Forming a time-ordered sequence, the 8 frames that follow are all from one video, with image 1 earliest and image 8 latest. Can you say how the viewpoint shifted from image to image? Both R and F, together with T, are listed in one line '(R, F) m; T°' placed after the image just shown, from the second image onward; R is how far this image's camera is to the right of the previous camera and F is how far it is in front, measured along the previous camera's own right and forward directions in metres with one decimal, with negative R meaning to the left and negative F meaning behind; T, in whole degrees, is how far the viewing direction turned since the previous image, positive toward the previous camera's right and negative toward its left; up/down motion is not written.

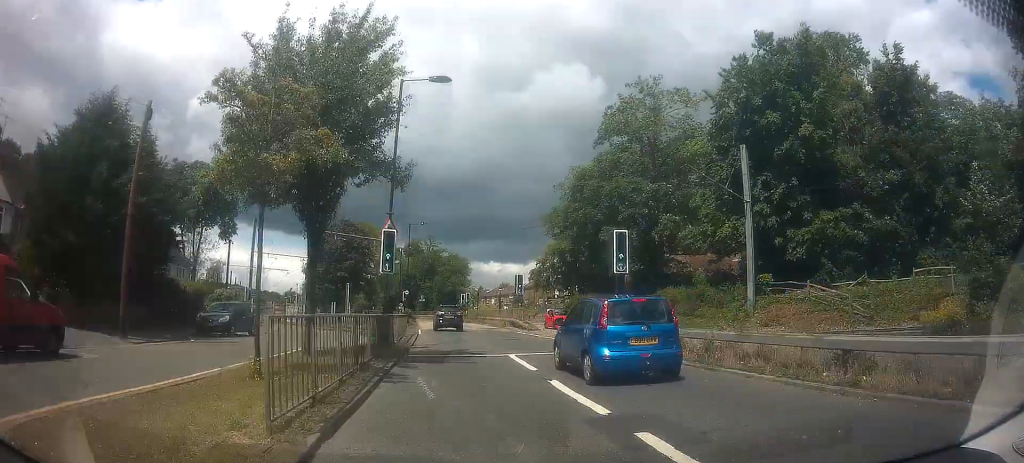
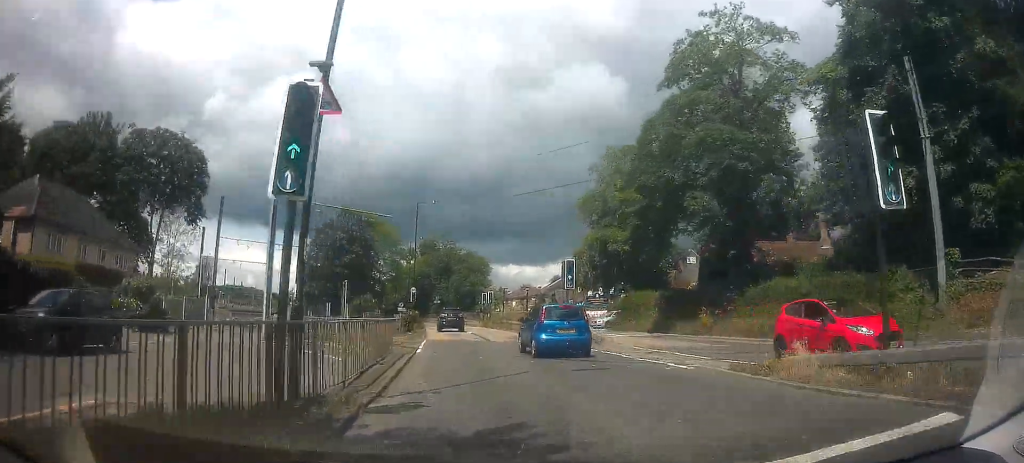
(-0.5, +12.8) m; -3°
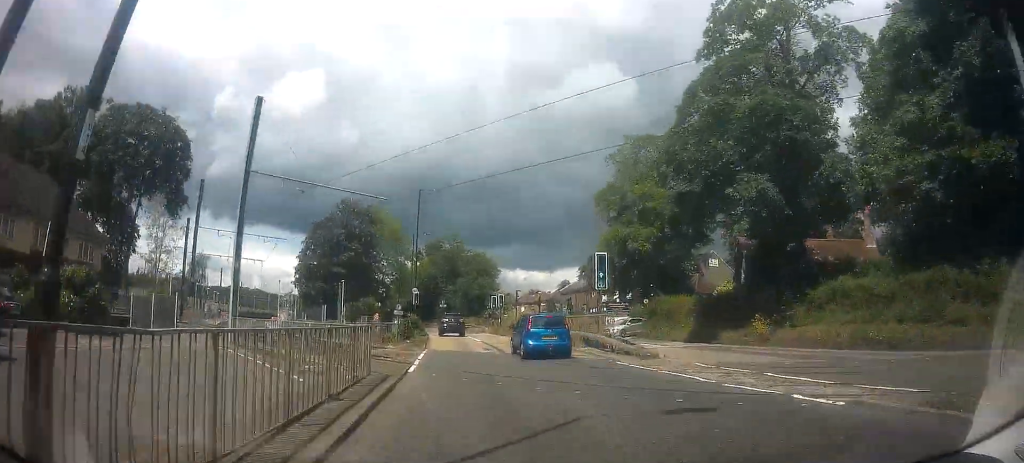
(-0.2, +5.2) m; 0°
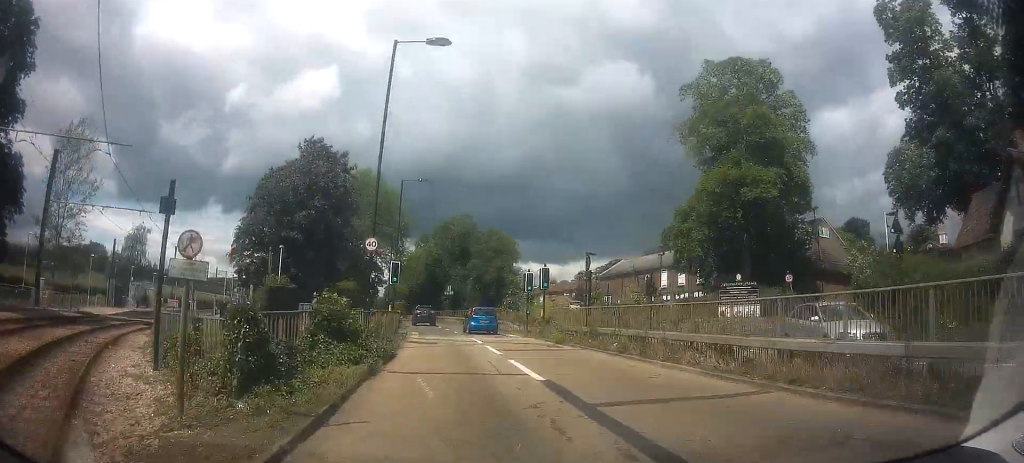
(+0.9, +23.4) m; -1°
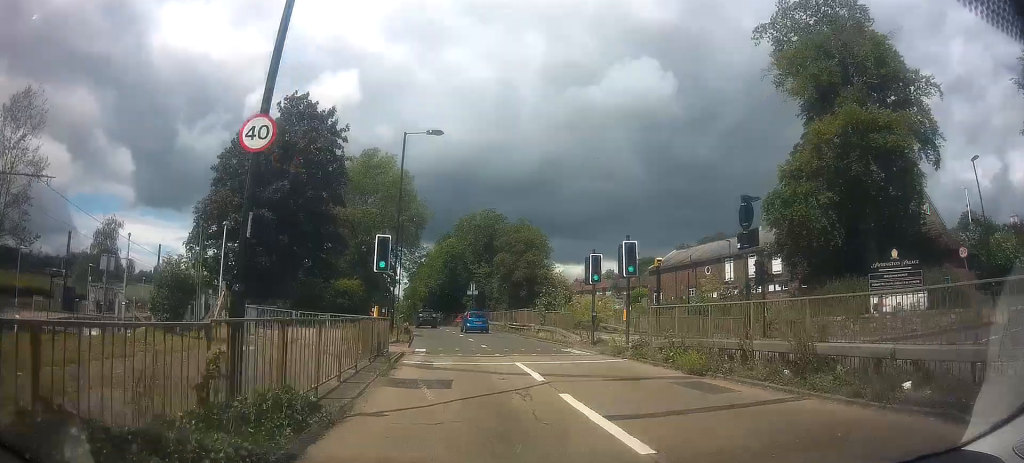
(-0.8, +12.0) m; -2°
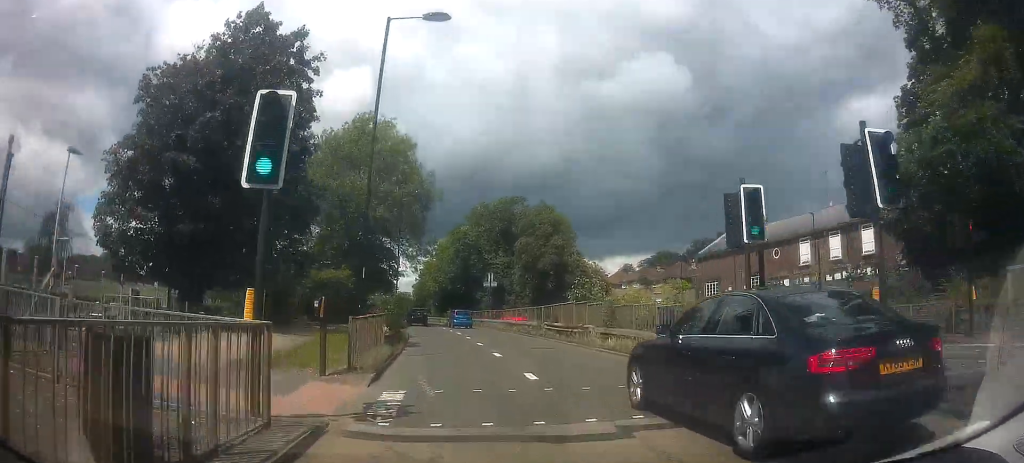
(+0.4, +11.9) m; +2°
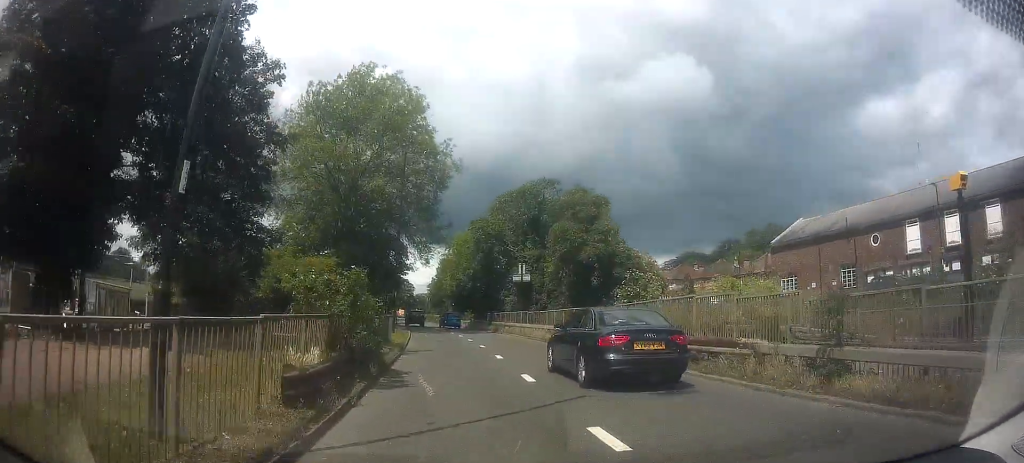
(-0.1, +11.5) m; -4°
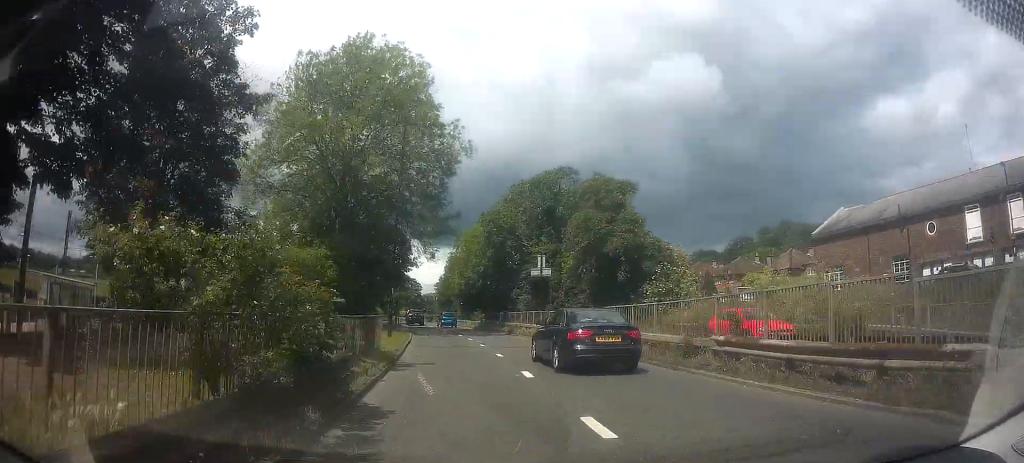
(-0.2, +5.2) m; -2°
